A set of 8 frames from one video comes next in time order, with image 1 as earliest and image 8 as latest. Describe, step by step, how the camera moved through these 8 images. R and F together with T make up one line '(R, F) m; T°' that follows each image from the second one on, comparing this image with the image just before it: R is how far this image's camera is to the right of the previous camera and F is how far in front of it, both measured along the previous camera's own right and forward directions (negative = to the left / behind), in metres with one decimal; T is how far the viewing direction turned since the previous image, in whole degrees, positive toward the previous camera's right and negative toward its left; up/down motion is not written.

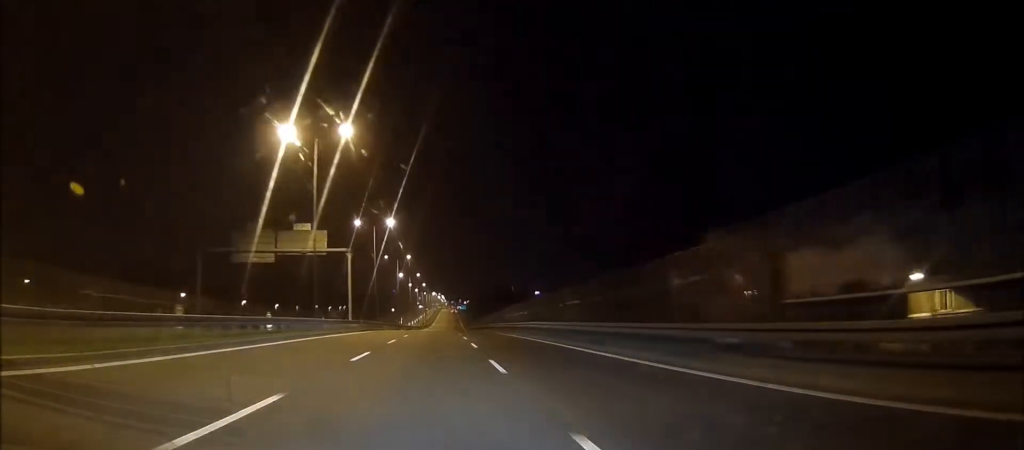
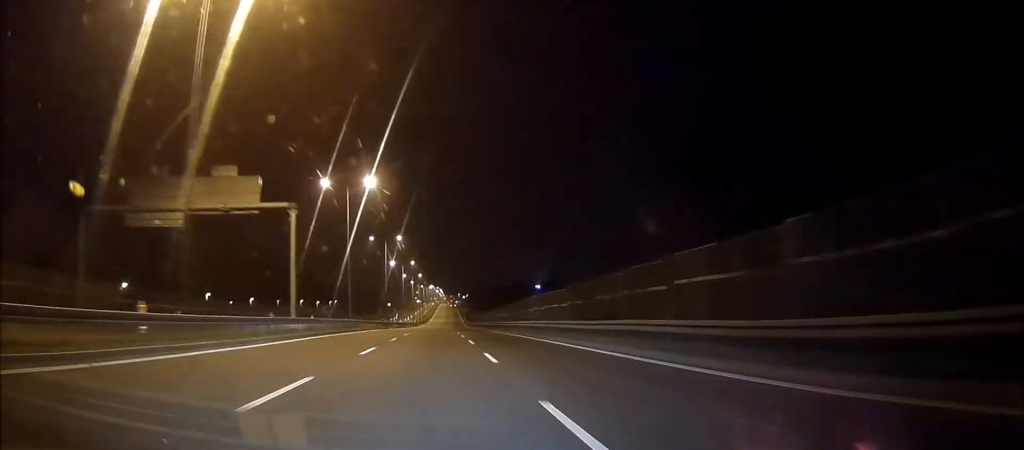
(0.0, +21.6) m; 0°
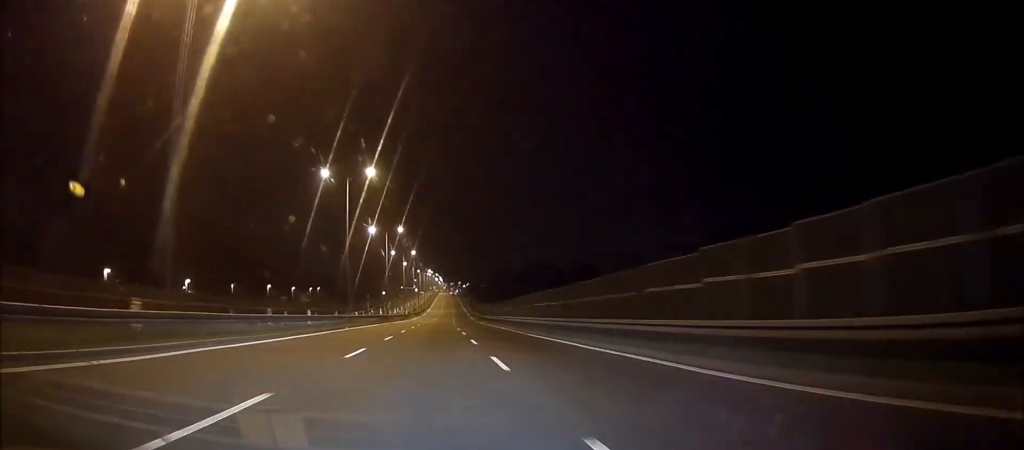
(+0.2, +38.8) m; 0°
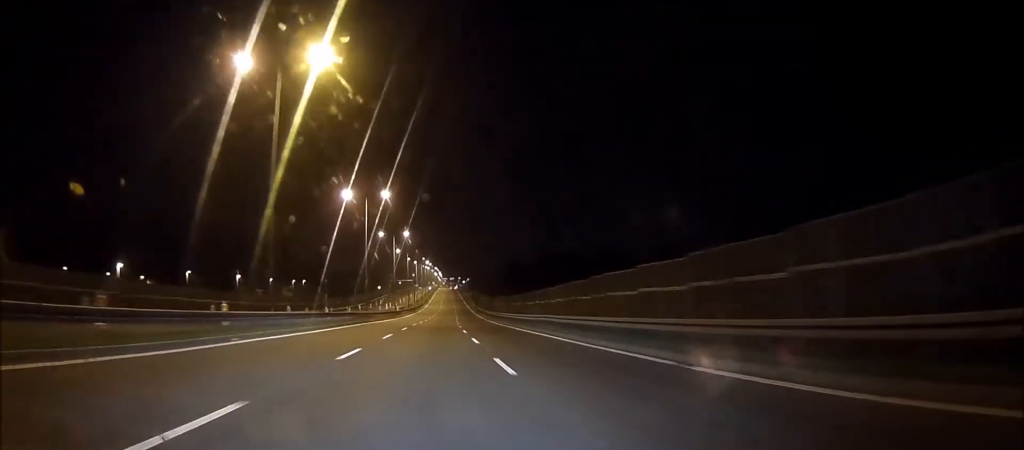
(-0.1, +25.5) m; 0°
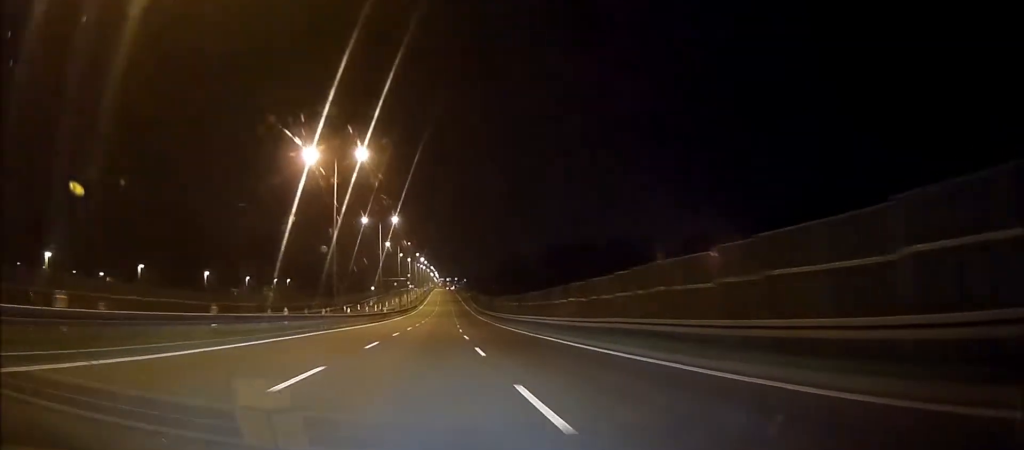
(0.0, +18.3) m; 0°
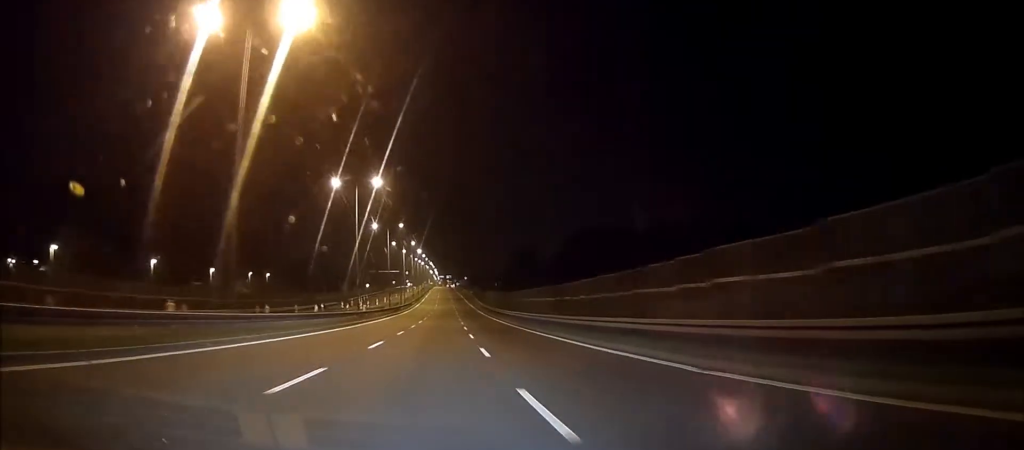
(+0.1, +24.9) m; 0°
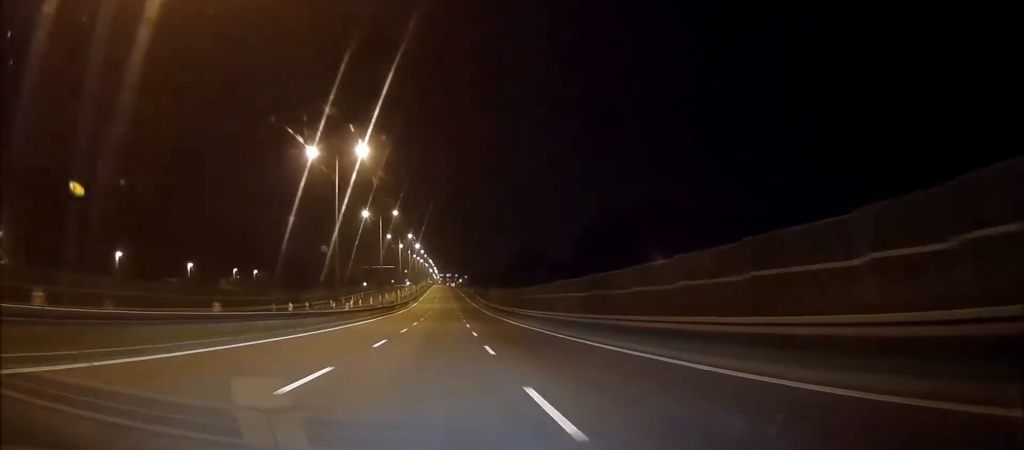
(0.0, +12.0) m; 0°
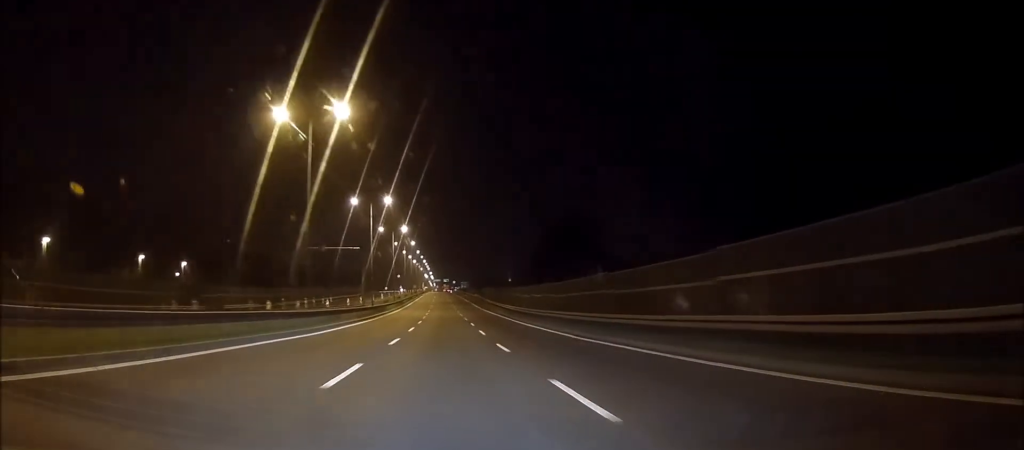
(+0.1, +47.3) m; 0°
